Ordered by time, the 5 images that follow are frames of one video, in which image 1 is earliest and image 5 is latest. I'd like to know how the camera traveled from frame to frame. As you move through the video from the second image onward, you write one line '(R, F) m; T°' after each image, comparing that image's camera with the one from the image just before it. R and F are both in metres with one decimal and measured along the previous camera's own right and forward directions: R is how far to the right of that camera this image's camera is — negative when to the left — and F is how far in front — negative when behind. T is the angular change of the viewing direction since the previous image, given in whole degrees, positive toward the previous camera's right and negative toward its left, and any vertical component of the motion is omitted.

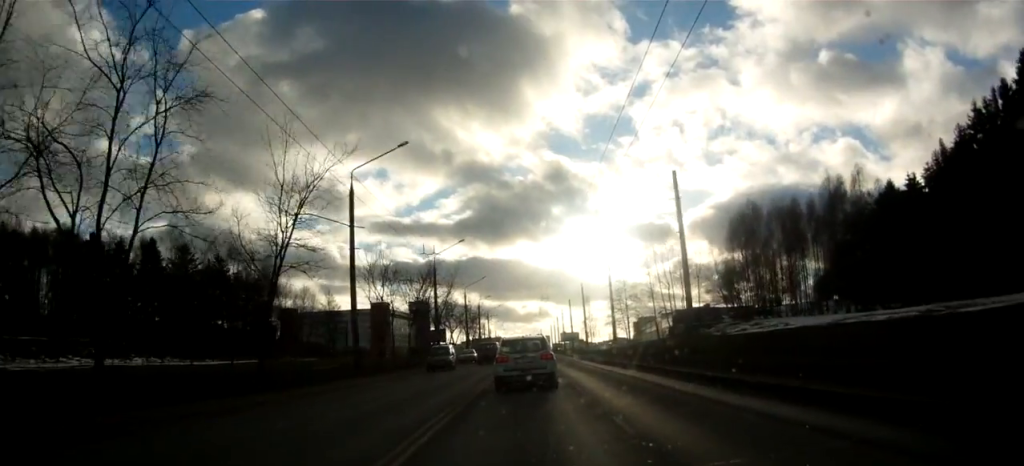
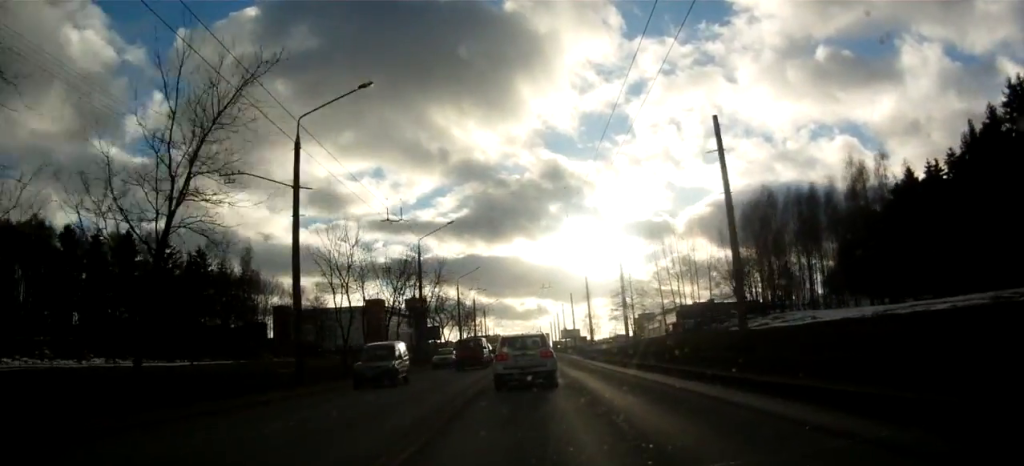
(+0.1, +8.1) m; +1°
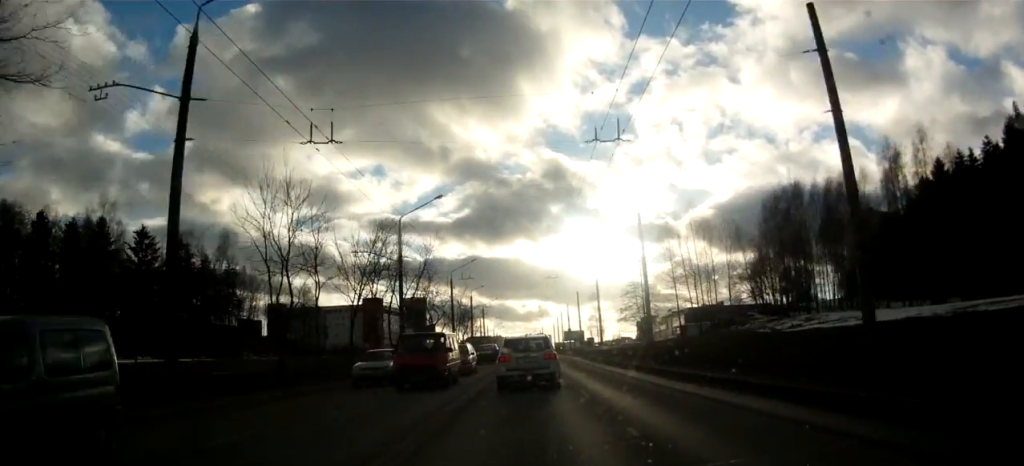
(+0.1, +9.2) m; +1°
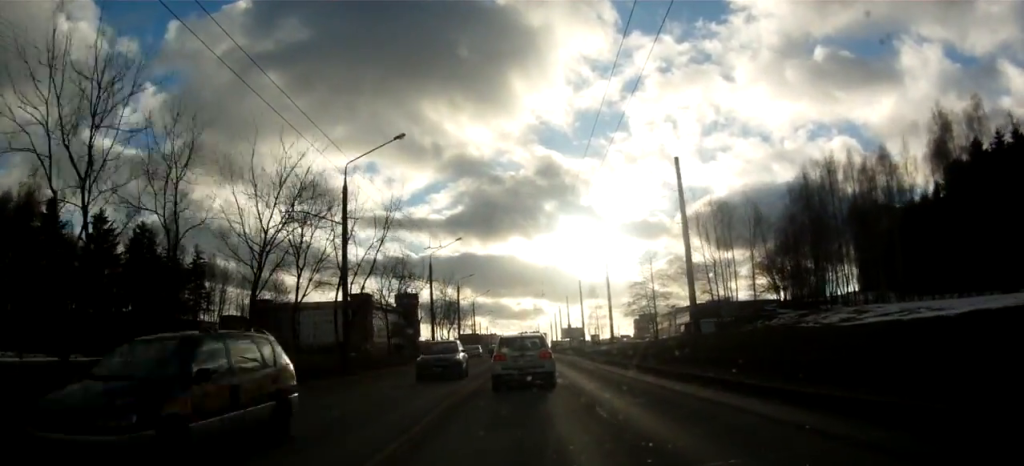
(0.0, +13.0) m; 0°
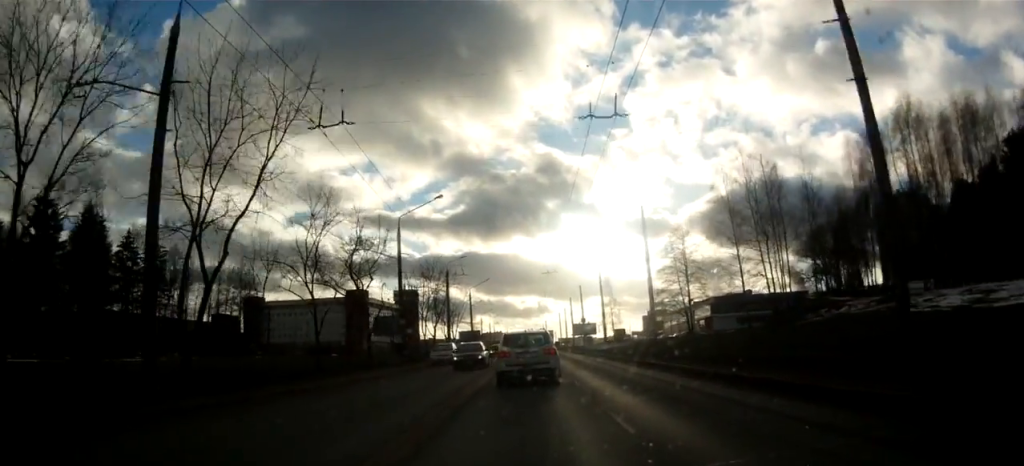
(-0.2, +18.2) m; -1°
